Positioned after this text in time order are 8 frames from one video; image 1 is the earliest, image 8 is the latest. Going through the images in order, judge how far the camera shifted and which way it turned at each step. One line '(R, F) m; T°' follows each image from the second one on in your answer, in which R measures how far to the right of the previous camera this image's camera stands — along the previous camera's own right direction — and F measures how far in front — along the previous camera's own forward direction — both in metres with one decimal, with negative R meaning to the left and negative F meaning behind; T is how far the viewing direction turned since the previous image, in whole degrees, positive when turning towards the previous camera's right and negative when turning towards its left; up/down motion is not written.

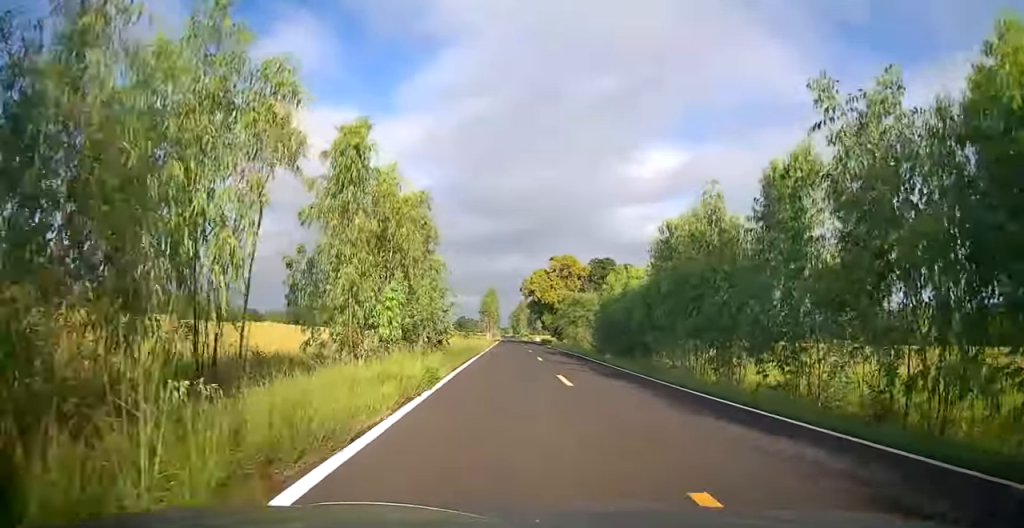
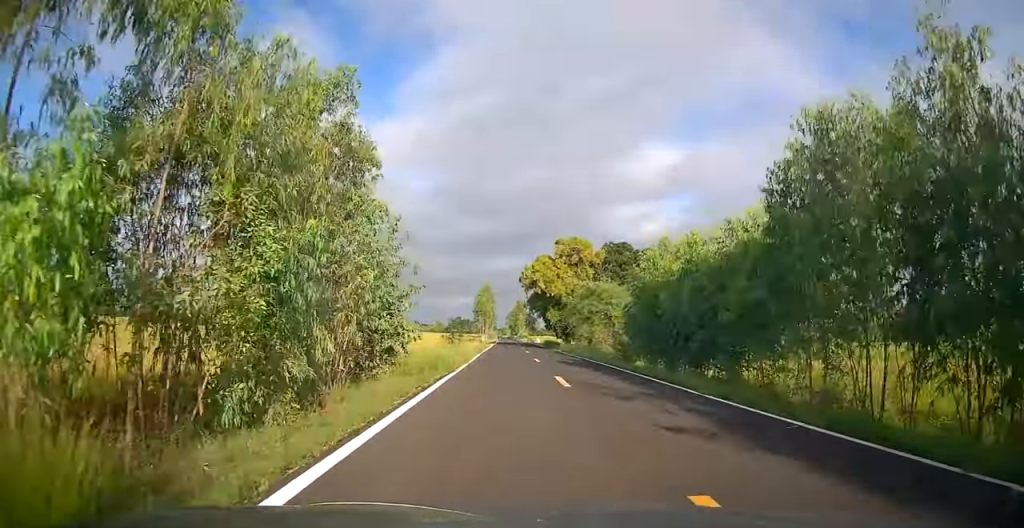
(+0.4, +12.0) m; 0°
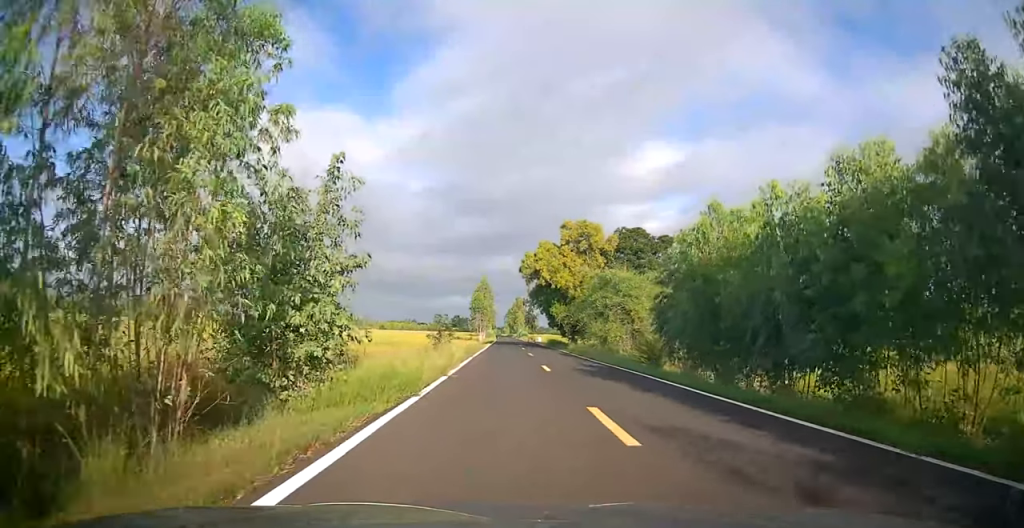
(-0.3, +6.9) m; 0°
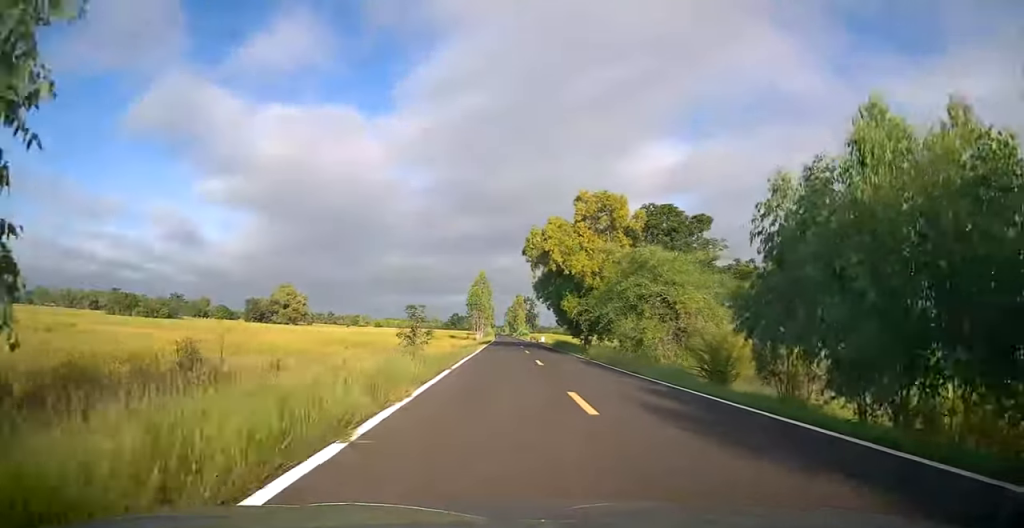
(0.0, +9.4) m; 0°
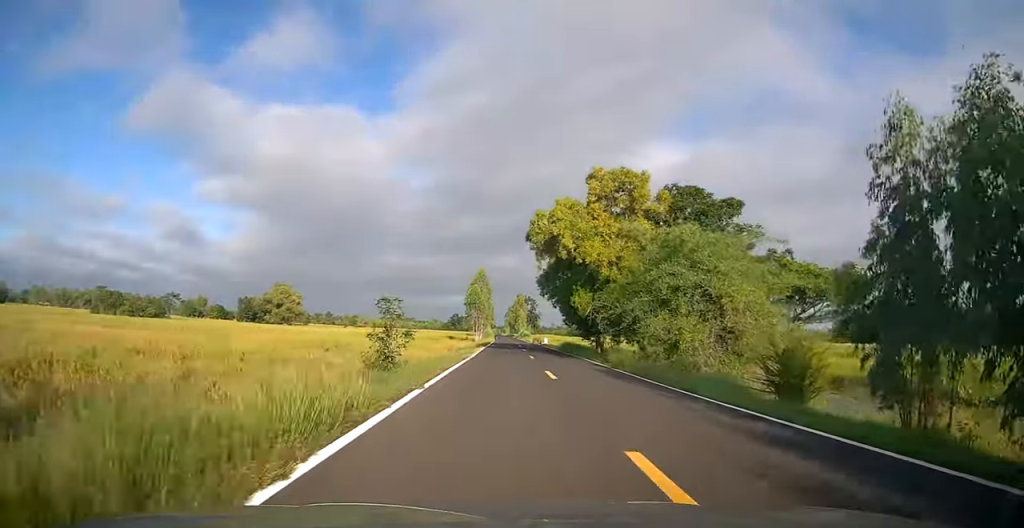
(+0.2, +5.7) m; 0°
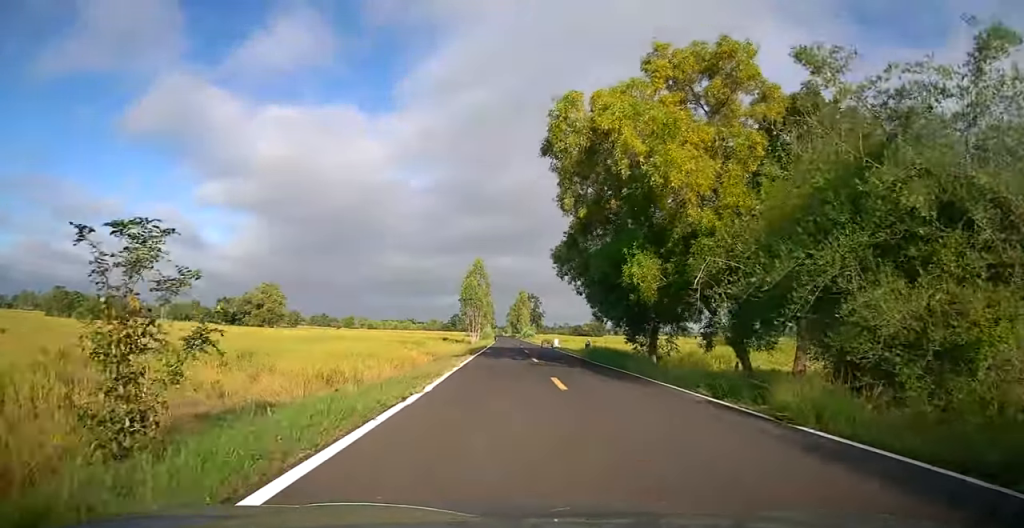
(-0.2, +14.2) m; -1°
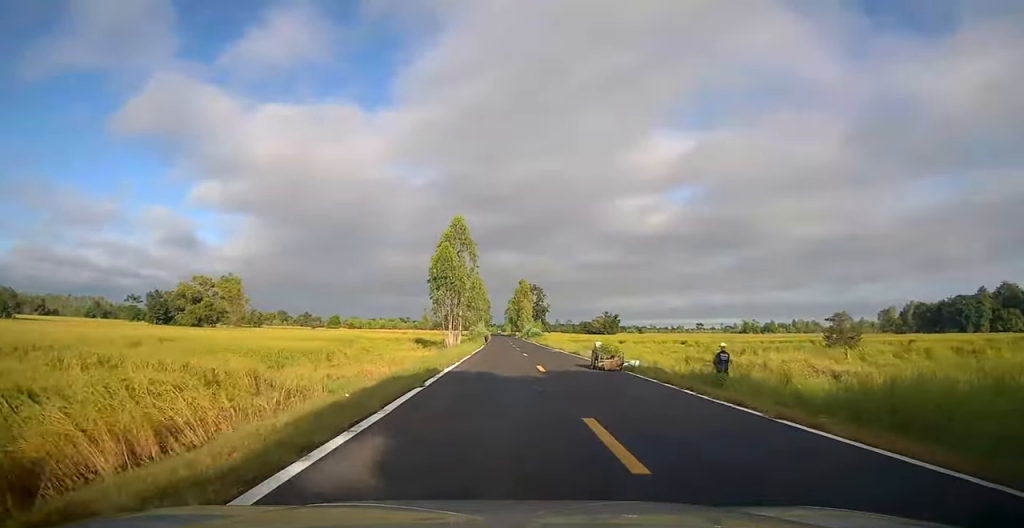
(+0.7, +31.6) m; +1°
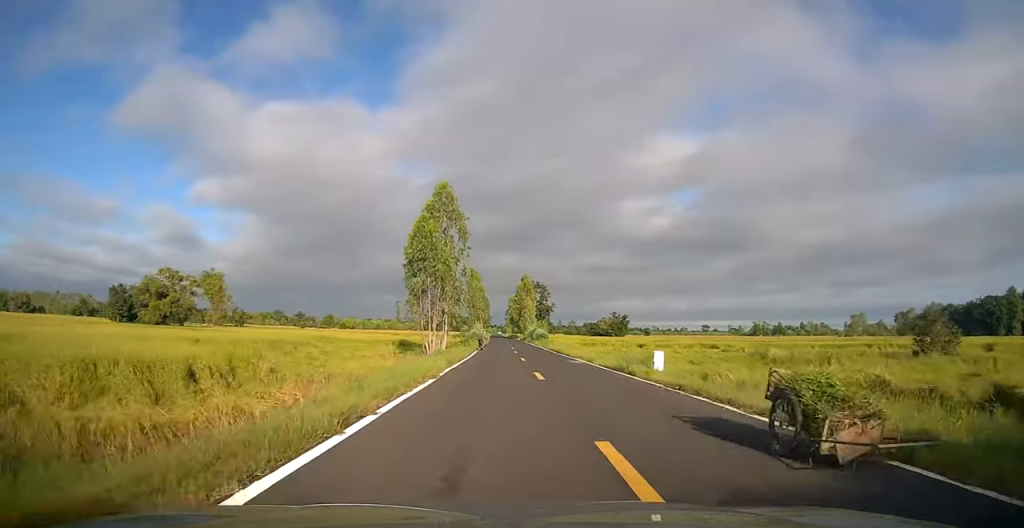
(-0.4, +13.5) m; -1°
